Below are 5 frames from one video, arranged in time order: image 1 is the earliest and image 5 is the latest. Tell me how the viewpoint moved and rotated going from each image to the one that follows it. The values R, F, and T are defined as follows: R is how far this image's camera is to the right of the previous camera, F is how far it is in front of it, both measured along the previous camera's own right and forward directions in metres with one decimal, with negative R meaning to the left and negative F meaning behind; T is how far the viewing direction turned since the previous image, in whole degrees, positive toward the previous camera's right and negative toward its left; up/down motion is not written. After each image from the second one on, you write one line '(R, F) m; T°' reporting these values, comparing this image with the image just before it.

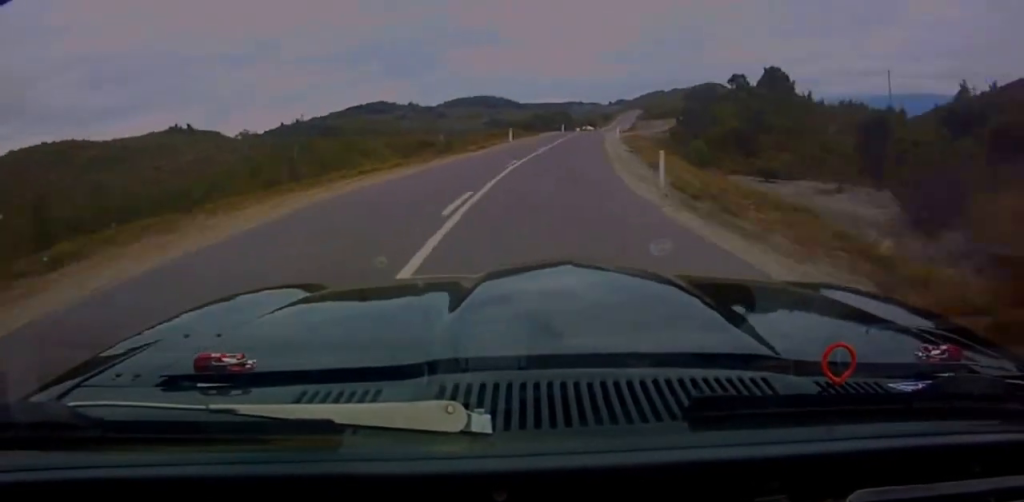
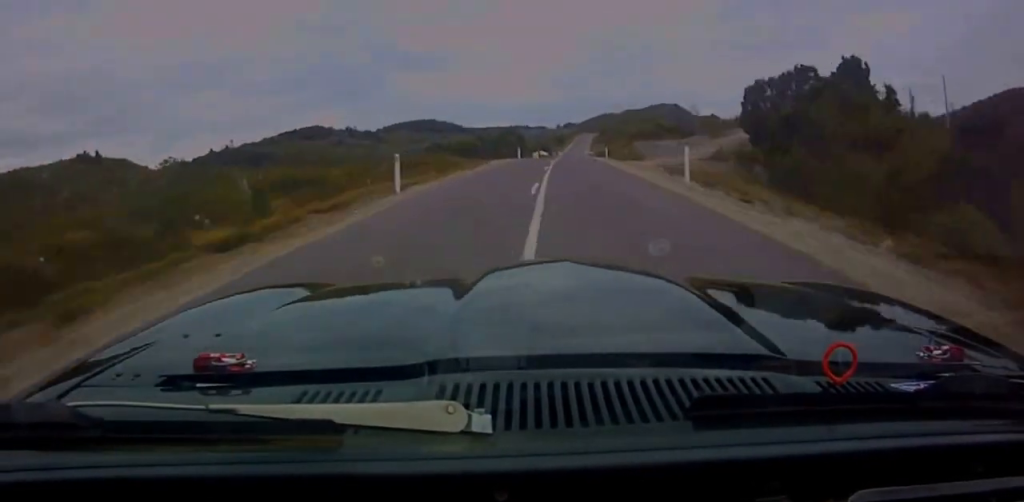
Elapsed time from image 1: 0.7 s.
(+1.6, +32.9) m; +2°
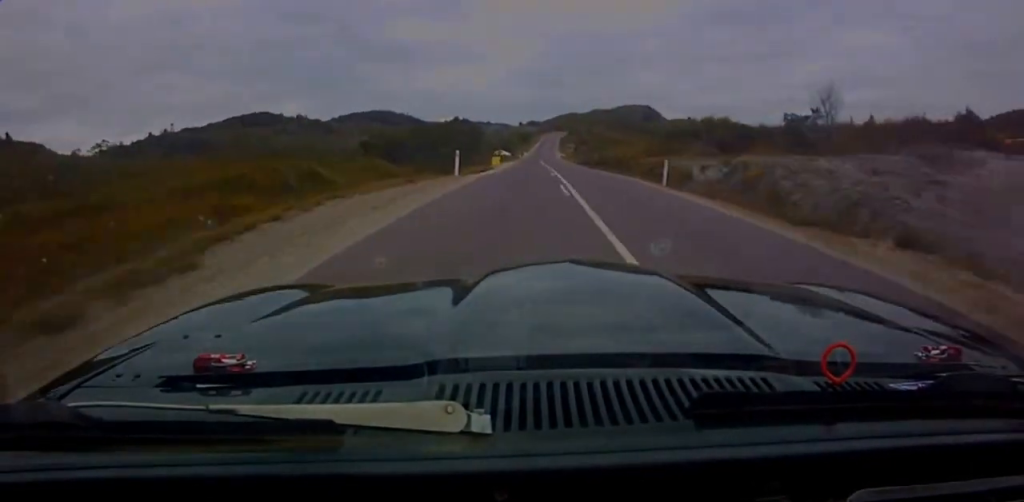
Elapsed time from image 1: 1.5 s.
(+0.7, +36.3) m; +2°
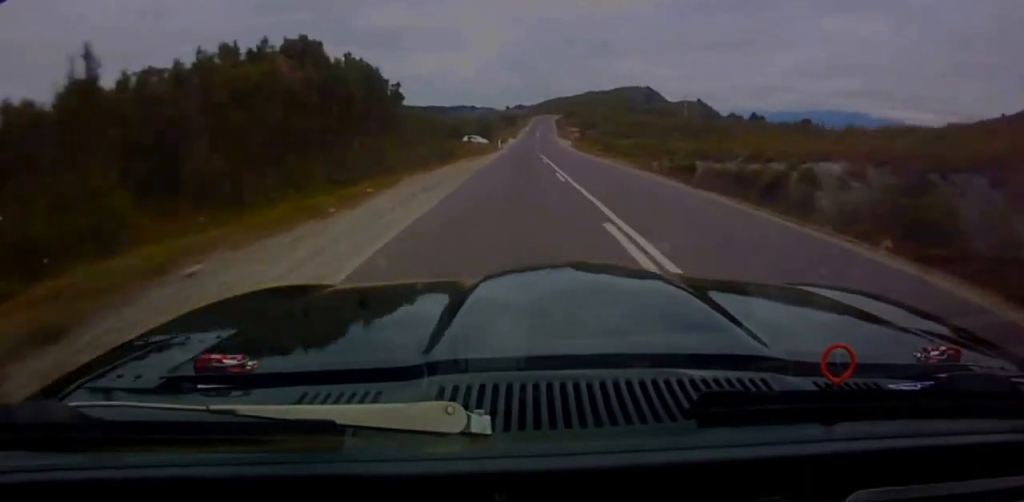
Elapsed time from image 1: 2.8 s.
(+0.7, +57.9) m; +1°
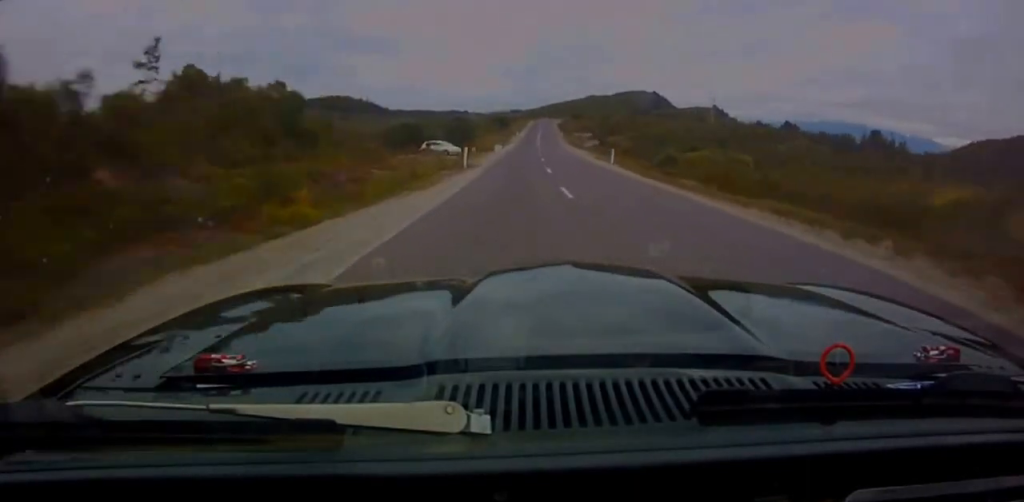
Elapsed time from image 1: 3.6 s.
(+0.3, +39.3) m; 0°
